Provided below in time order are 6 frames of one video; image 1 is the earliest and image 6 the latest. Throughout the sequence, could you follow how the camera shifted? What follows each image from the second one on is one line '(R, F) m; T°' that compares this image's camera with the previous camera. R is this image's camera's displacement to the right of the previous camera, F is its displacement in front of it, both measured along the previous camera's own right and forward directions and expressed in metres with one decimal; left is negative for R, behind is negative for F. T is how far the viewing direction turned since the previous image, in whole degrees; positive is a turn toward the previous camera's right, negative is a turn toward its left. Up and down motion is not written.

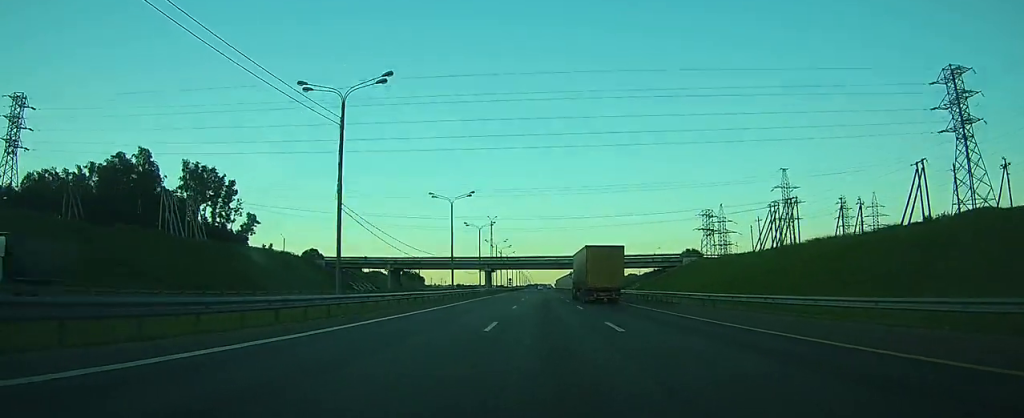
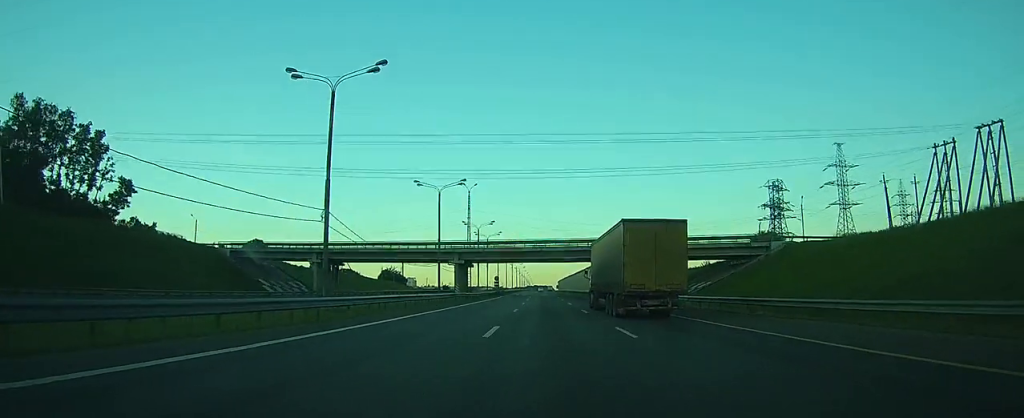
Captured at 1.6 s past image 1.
(0.0, +49.7) m; 0°
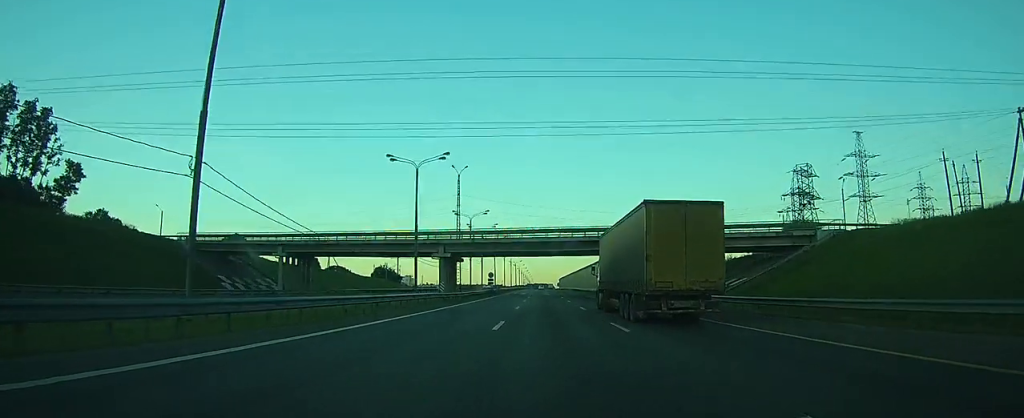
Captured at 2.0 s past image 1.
(0.0, +13.7) m; 0°
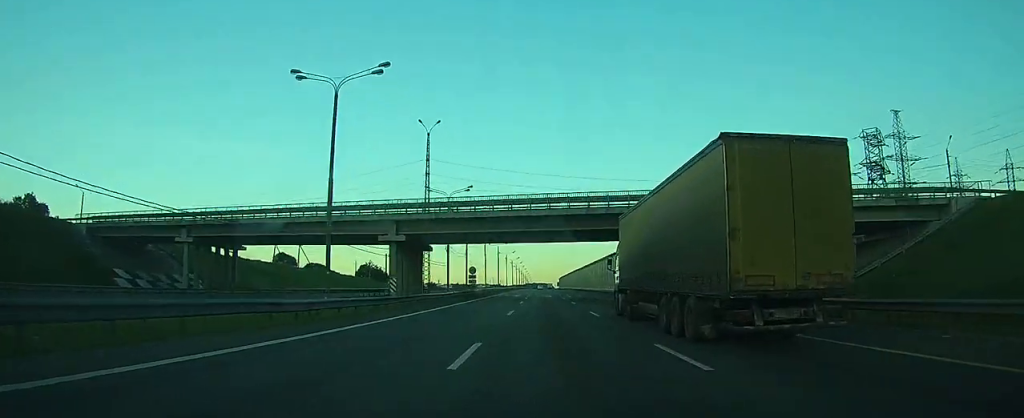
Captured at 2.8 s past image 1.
(0.0, +24.2) m; 0°
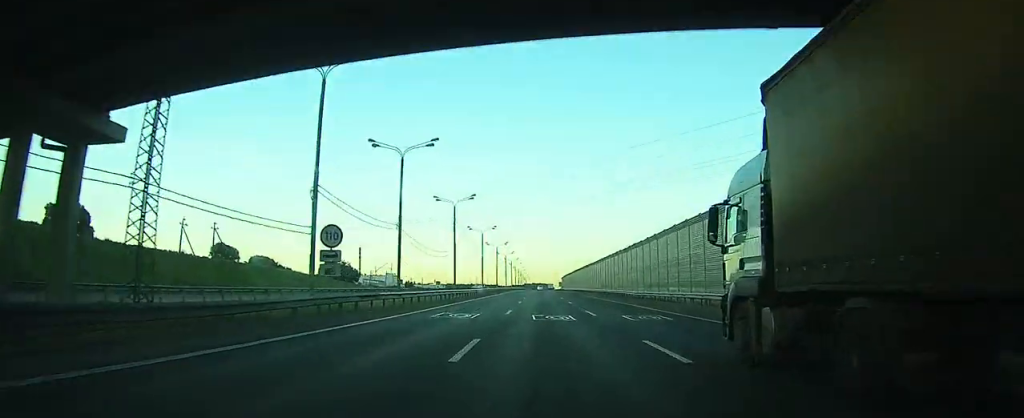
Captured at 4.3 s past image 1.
(-0.1, +47.3) m; 0°
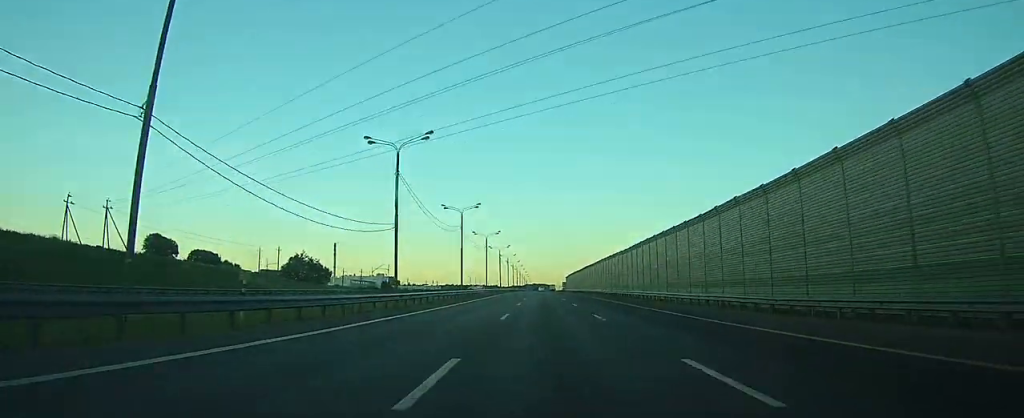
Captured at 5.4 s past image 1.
(0.0, +35.5) m; 0°
